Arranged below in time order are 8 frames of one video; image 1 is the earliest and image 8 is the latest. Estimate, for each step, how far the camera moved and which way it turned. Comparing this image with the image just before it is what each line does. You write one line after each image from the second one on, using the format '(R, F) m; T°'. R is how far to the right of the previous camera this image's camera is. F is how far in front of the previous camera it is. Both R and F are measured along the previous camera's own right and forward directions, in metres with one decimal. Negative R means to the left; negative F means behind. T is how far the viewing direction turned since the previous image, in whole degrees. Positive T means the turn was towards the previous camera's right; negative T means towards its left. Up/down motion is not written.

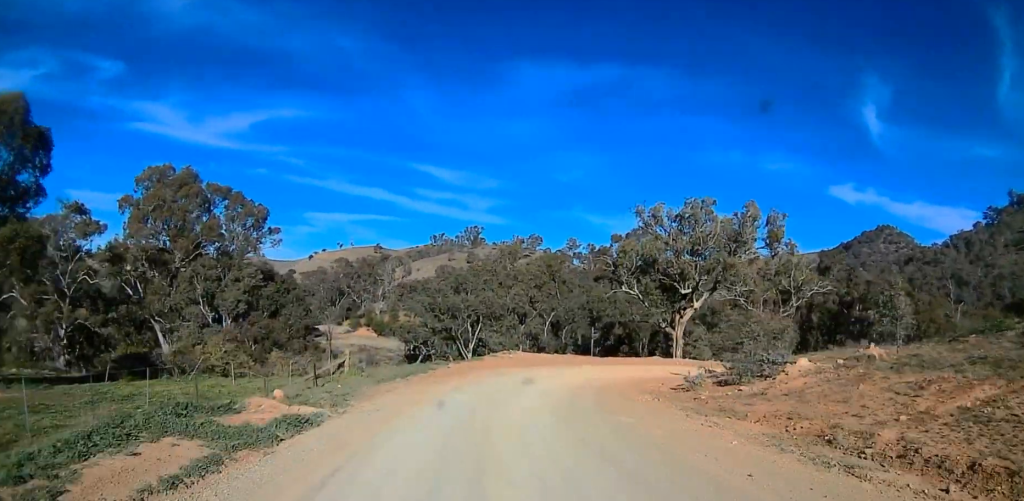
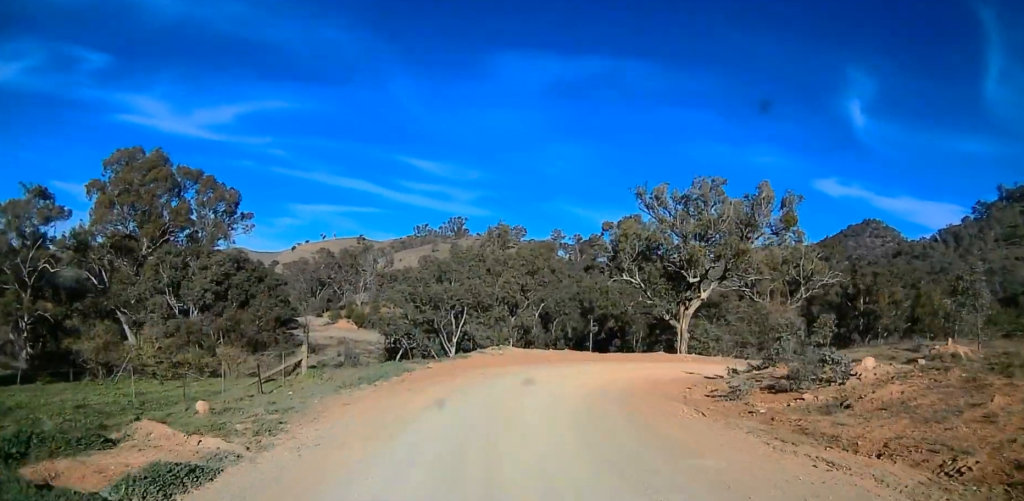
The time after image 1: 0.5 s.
(0.0, +6.2) m; 0°
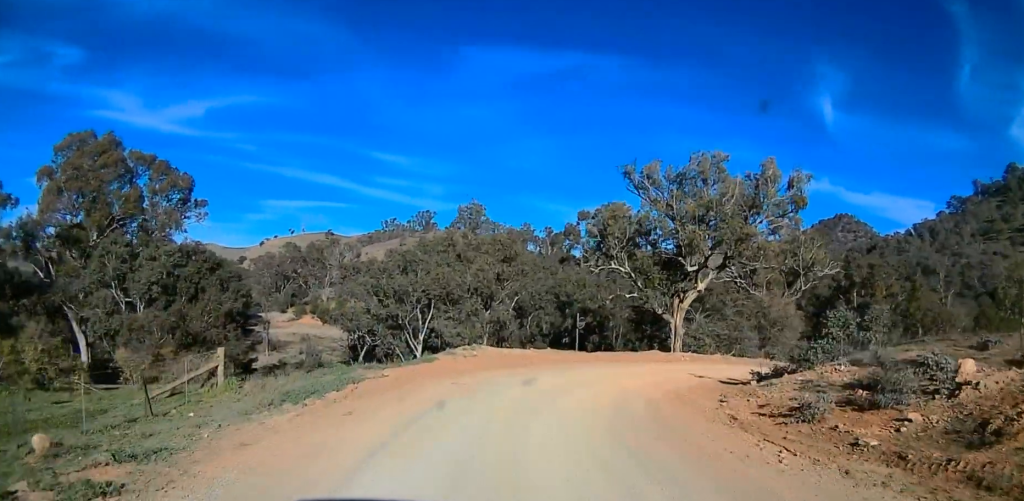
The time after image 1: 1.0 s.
(0.0, +6.6) m; +1°
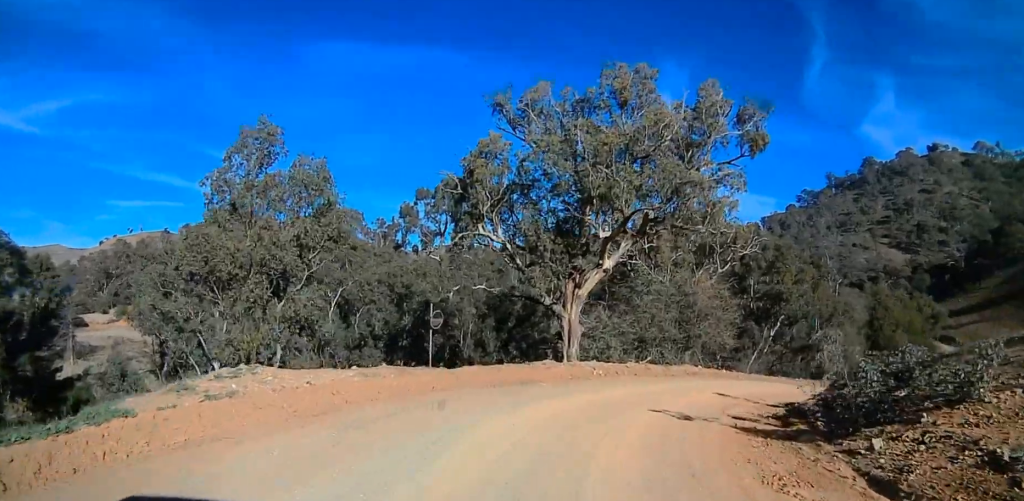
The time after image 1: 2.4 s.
(+1.5, +17.2) m; +14°
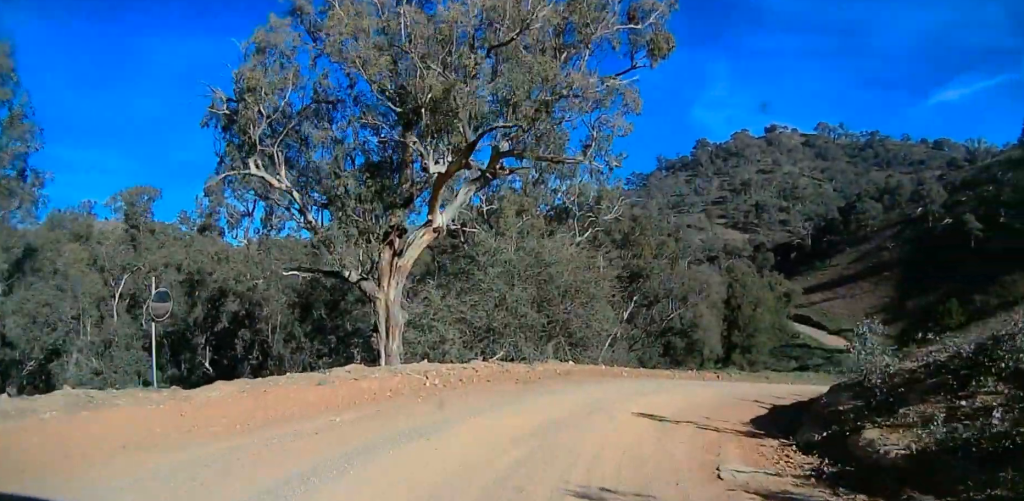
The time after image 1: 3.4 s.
(+1.4, +11.8) m; +14°
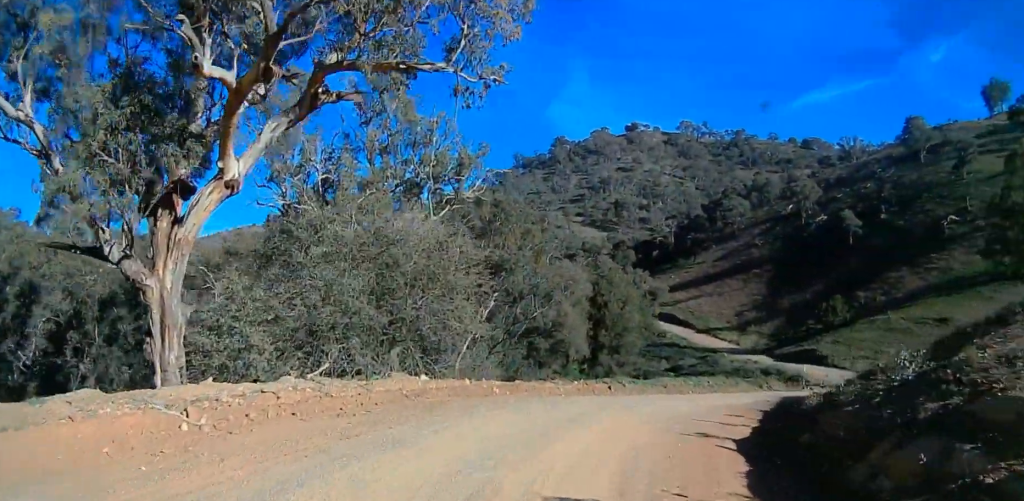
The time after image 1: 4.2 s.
(+0.6, +7.8) m; +14°
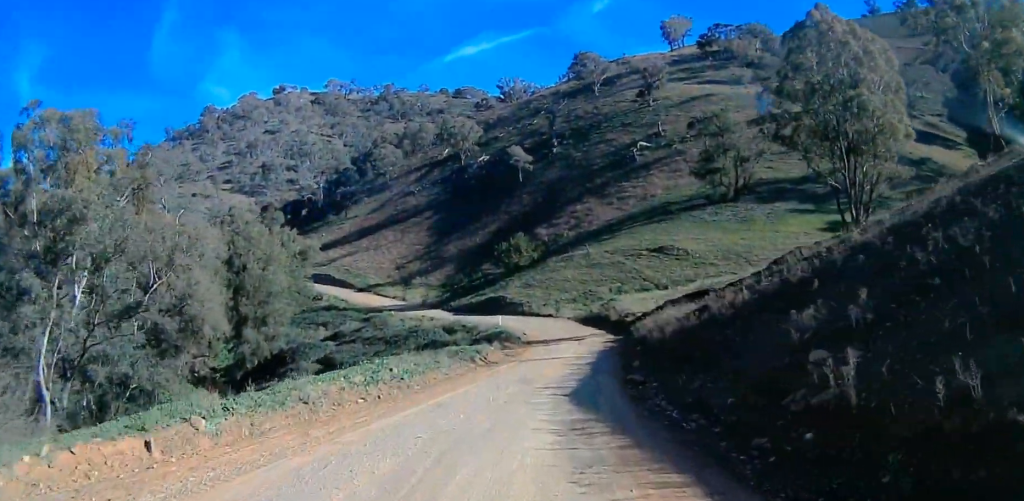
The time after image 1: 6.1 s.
(+6.1, +16.5) m; +33°
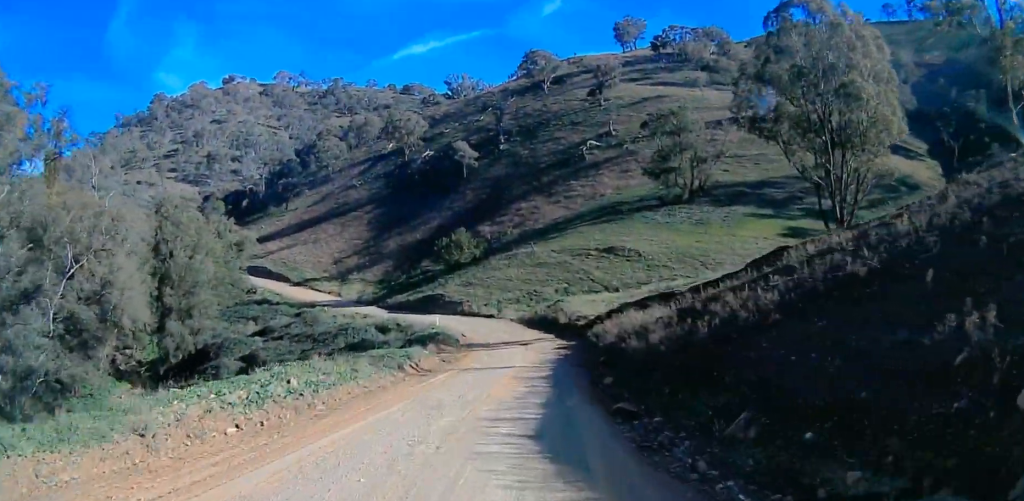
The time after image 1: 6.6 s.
(+0.2, +5.4) m; +2°
